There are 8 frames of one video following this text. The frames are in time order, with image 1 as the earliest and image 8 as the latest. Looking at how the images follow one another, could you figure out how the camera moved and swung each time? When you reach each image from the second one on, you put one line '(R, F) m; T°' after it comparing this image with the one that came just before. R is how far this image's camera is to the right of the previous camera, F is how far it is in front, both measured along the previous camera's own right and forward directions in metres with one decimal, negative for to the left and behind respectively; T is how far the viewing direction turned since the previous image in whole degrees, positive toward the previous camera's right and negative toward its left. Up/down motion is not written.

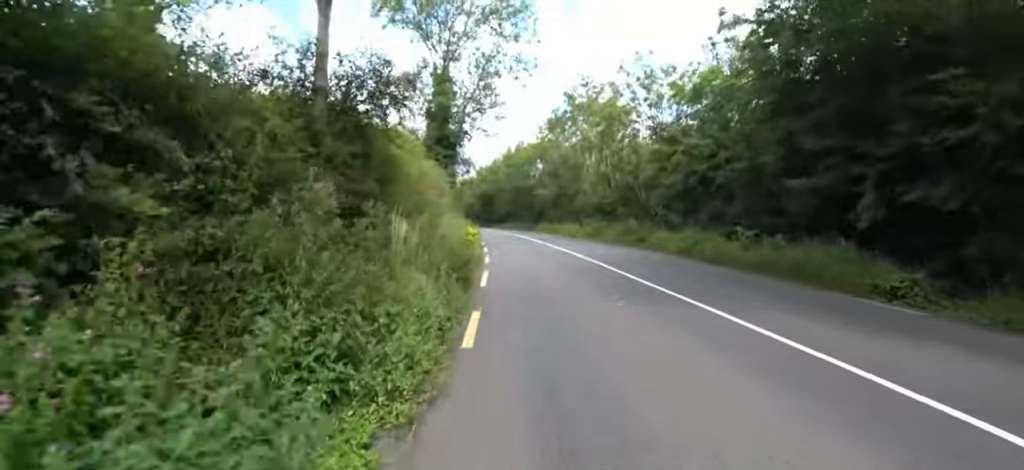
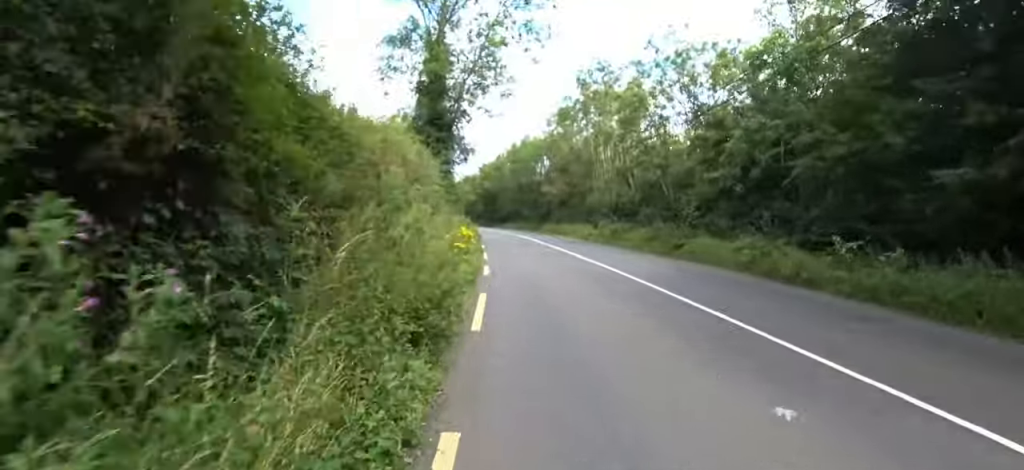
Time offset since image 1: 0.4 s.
(0.0, +3.5) m; 0°
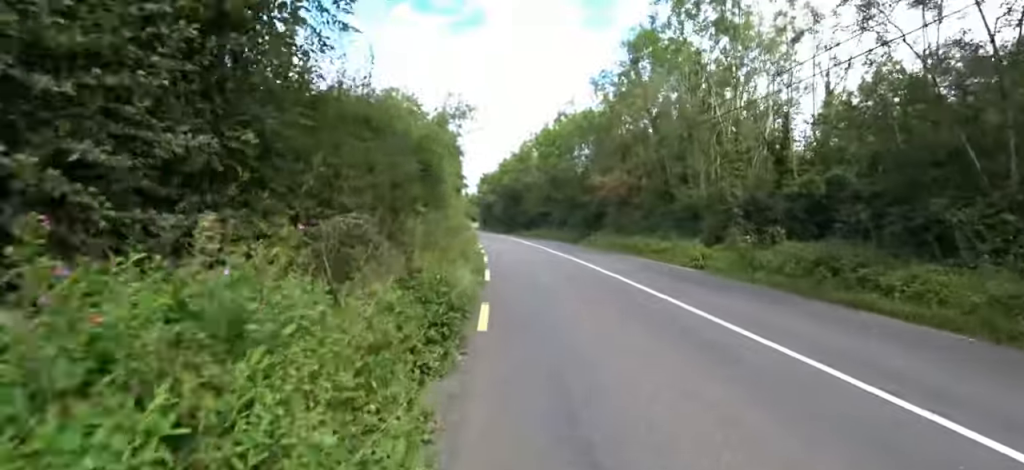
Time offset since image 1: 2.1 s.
(0.0, +13.8) m; +4°
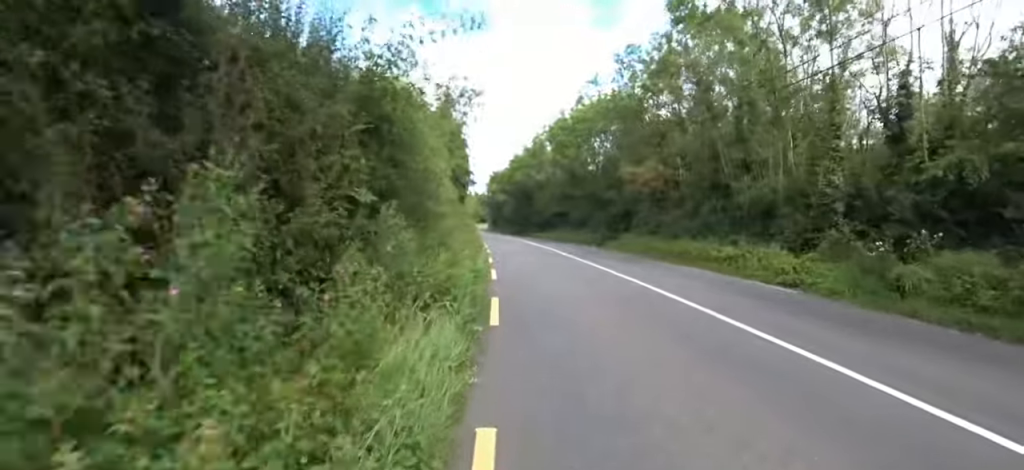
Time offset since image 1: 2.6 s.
(+0.2, +4.0) m; +1°
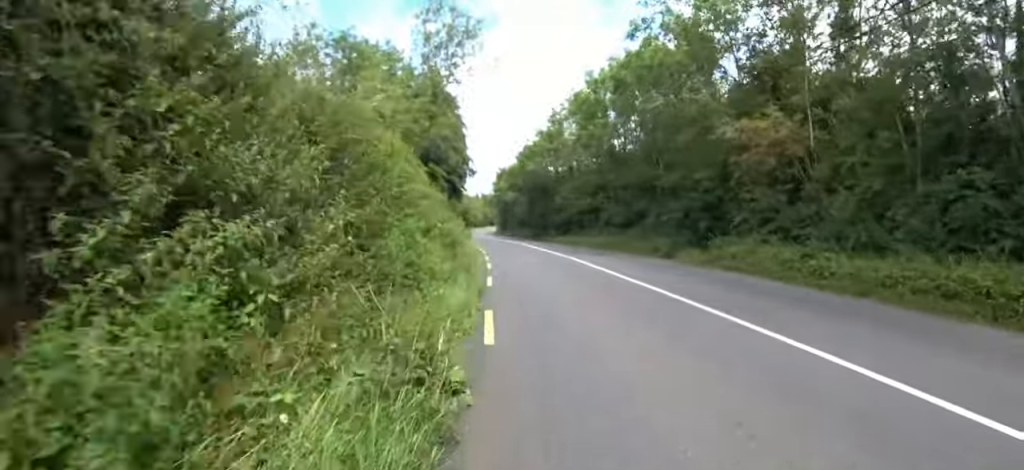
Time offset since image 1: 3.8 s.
(+0.2, +9.3) m; -8°
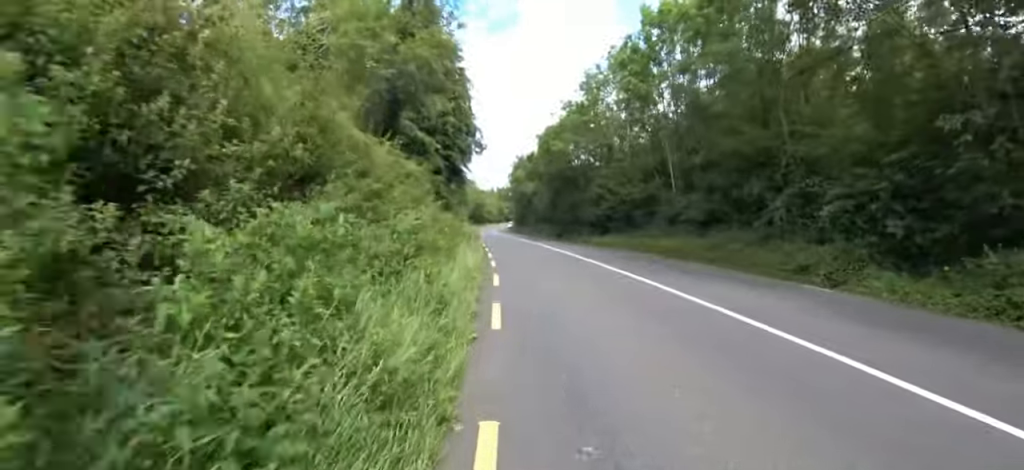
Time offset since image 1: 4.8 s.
(-1.1, +7.7) m; -7°
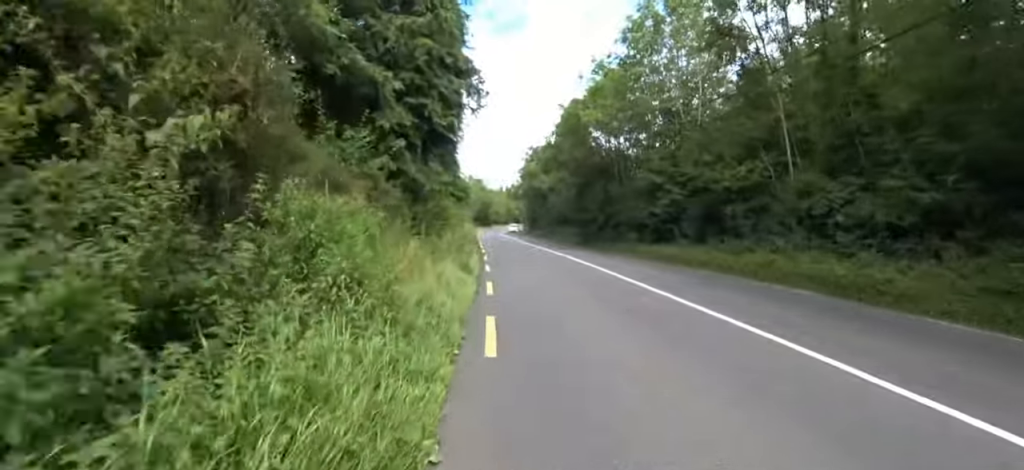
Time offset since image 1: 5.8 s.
(+0.1, +8.1) m; +2°
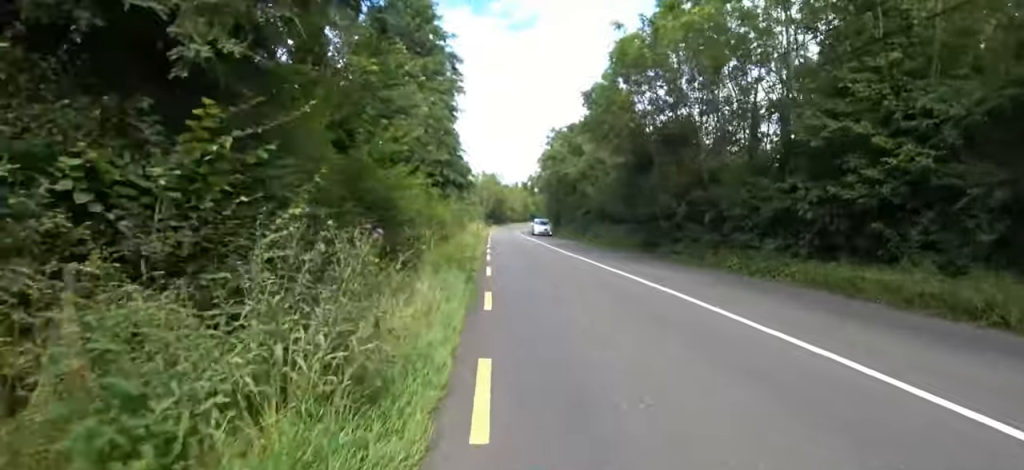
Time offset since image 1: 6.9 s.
(+0.2, +9.1) m; +3°
